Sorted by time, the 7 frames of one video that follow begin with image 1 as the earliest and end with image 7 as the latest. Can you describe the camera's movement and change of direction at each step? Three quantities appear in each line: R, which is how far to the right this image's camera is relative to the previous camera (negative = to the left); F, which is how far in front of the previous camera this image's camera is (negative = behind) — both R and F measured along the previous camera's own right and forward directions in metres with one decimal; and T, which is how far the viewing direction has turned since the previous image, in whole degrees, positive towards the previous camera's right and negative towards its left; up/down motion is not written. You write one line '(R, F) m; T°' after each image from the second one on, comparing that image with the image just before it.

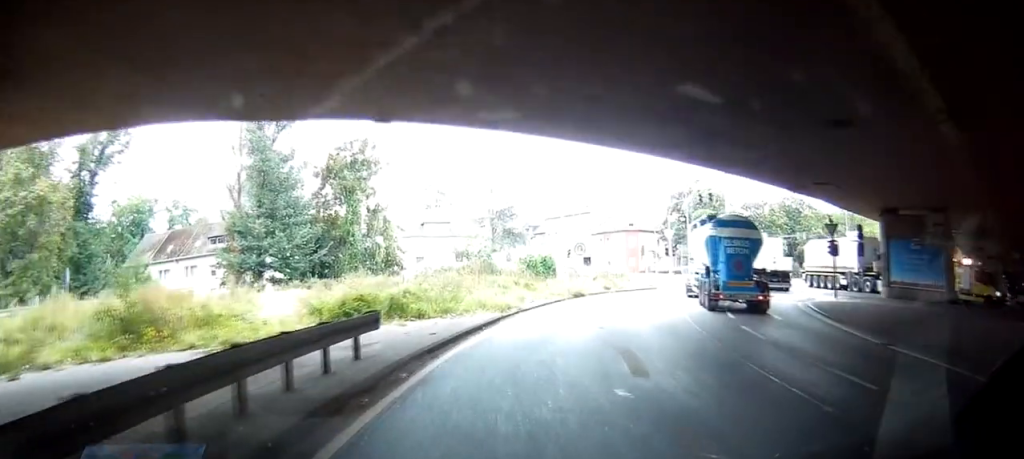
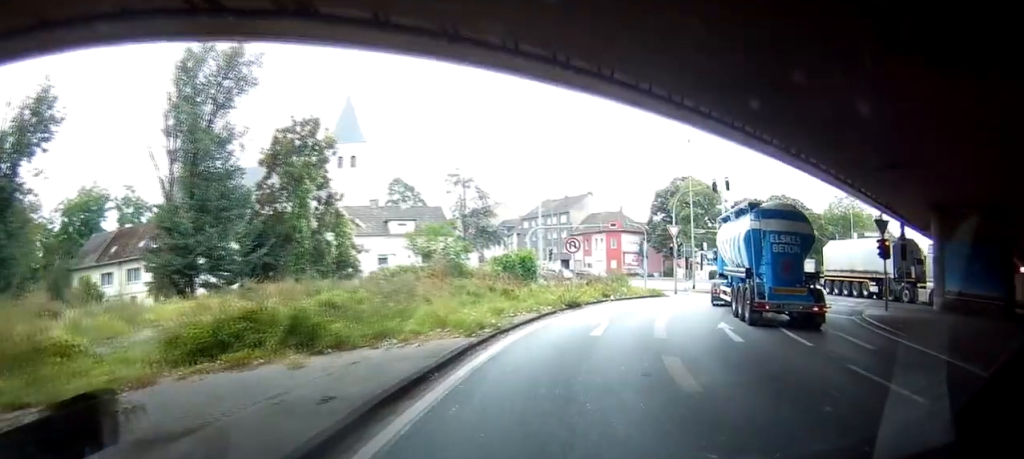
(-0.3, +9.3) m; -1°
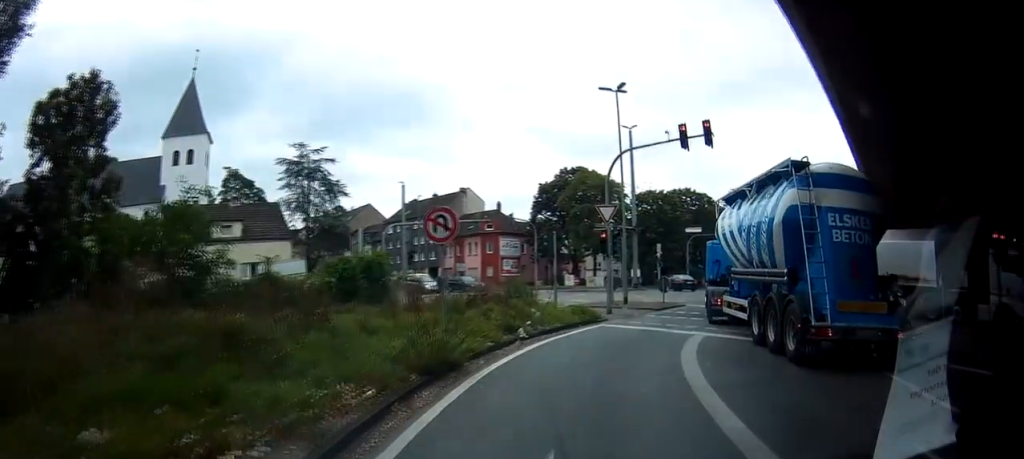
(-1.2, +19.8) m; -27°
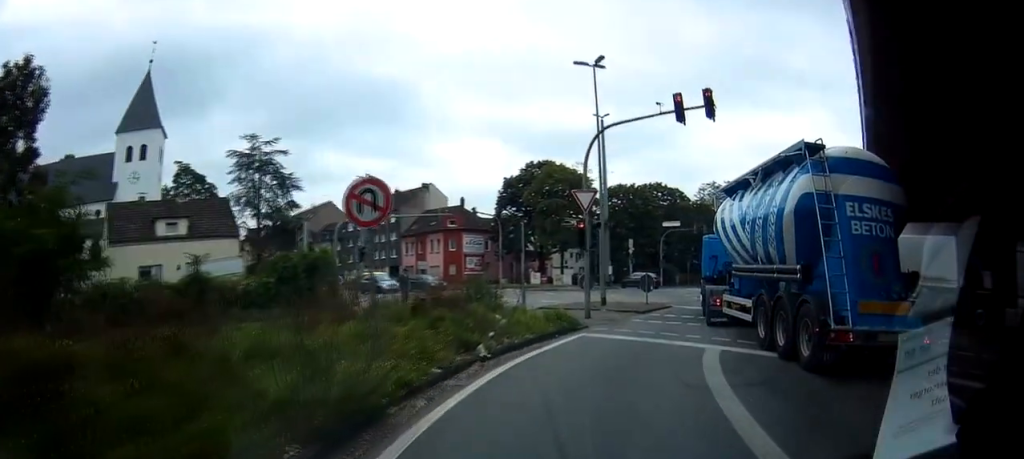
(-2.3, +4.2) m; -17°
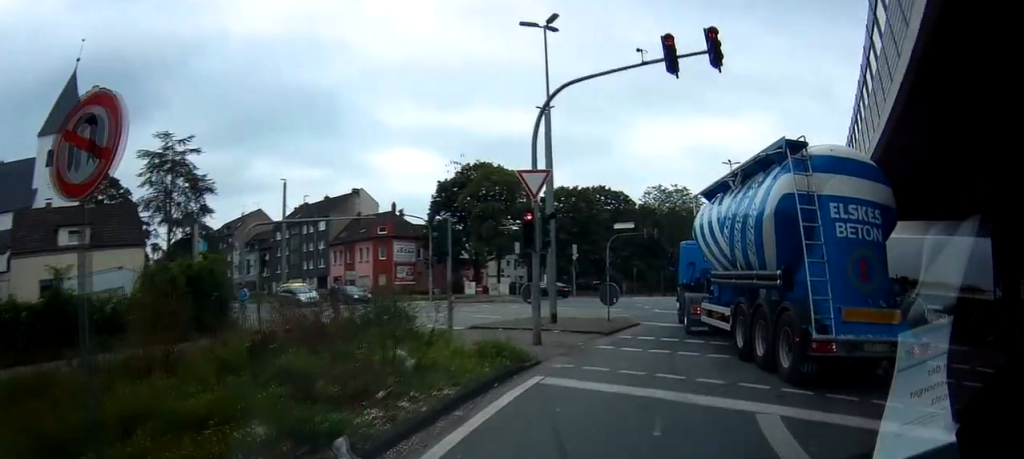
(-2.3, +8.3) m; -16°
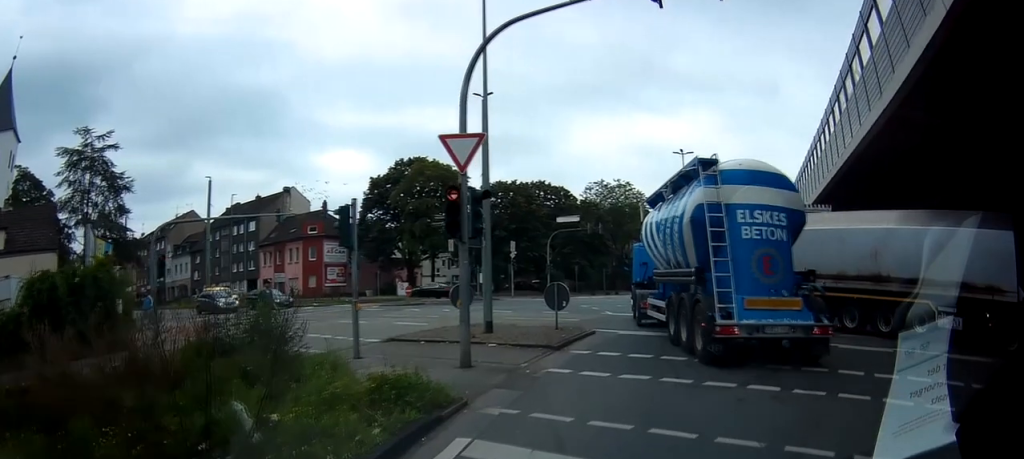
(-0.1, +6.9) m; -10°
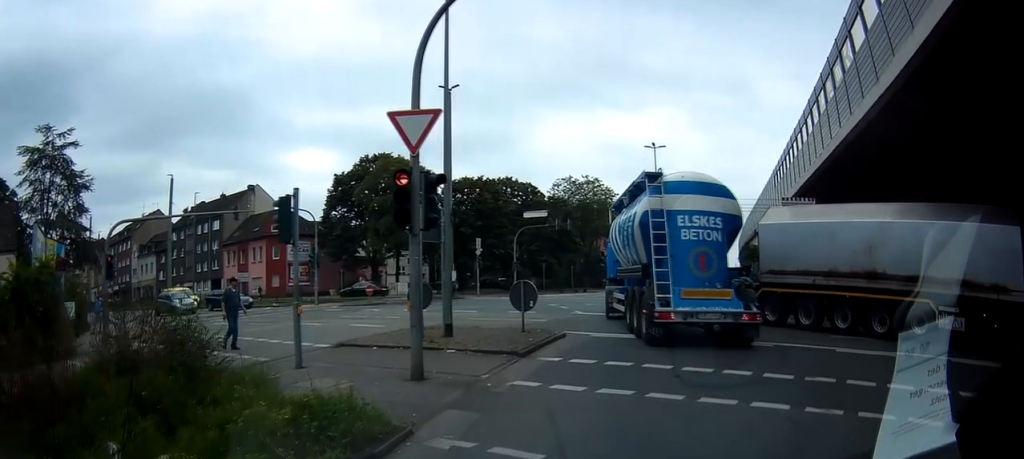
(0.0, +2.7) m; -19°
